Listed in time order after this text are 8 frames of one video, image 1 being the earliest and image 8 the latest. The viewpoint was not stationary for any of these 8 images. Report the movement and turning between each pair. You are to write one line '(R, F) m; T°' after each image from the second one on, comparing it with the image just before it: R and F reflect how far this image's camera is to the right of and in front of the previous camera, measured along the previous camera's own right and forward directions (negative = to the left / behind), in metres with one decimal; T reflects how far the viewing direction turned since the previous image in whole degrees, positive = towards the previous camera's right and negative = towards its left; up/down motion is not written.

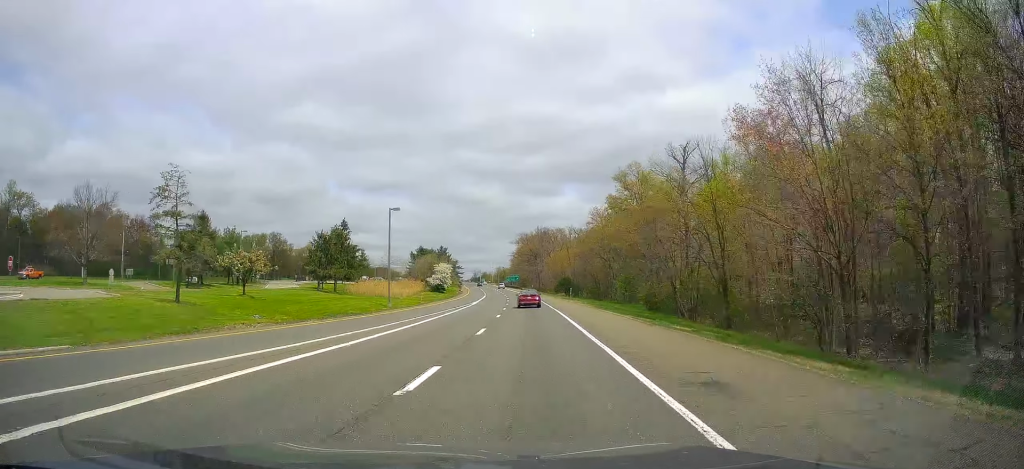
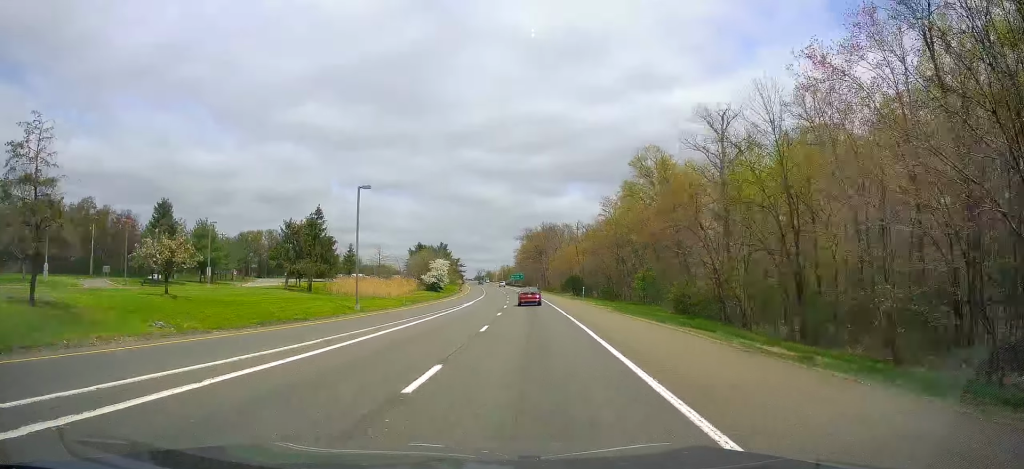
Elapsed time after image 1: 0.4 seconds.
(0.0, +12.0) m; -1°
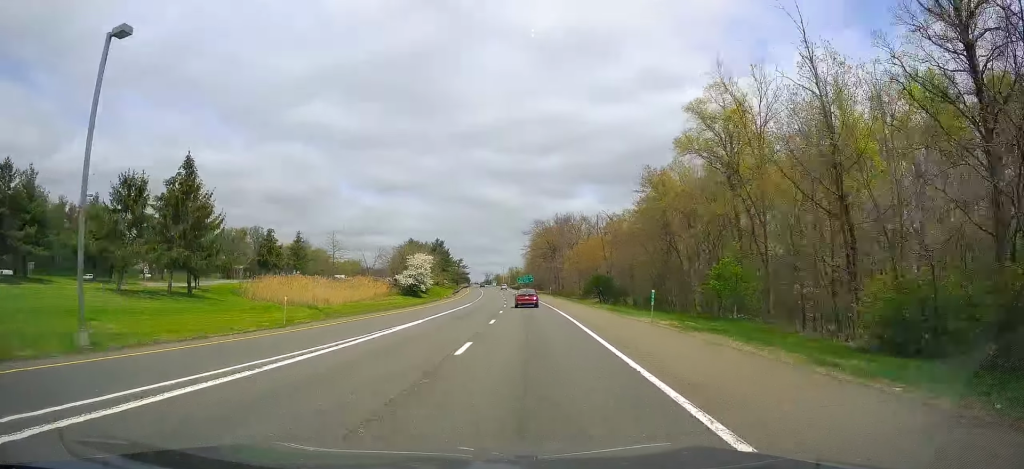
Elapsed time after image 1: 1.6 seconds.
(-0.4, +31.1) m; -1°
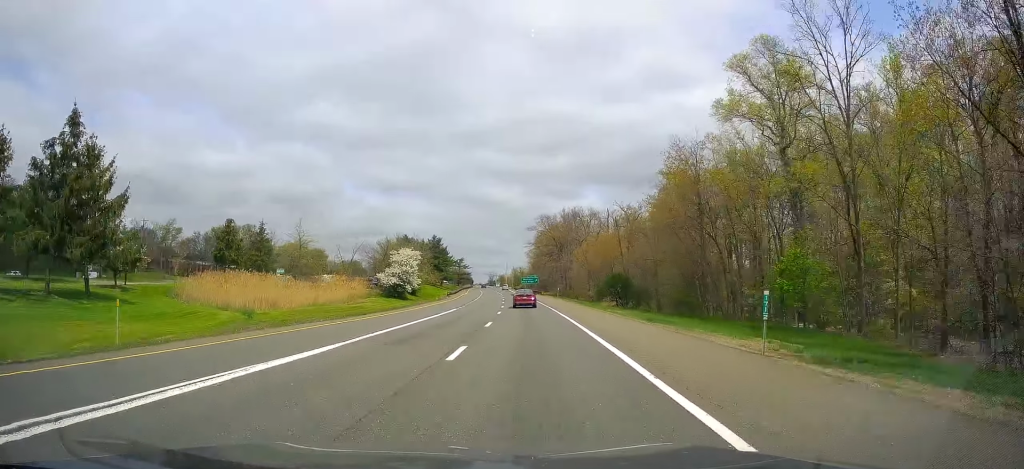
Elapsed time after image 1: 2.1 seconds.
(0.0, +13.7) m; 0°
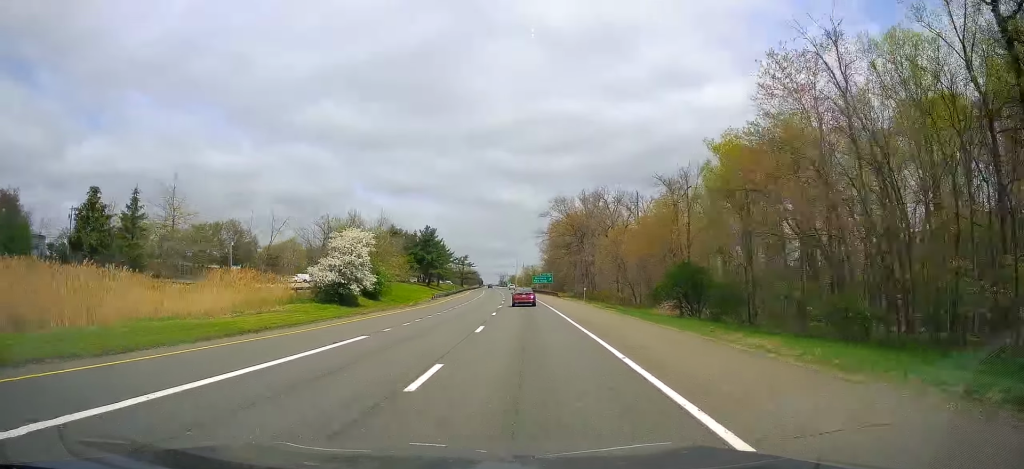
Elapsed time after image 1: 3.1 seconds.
(-0.3, +28.3) m; -1°
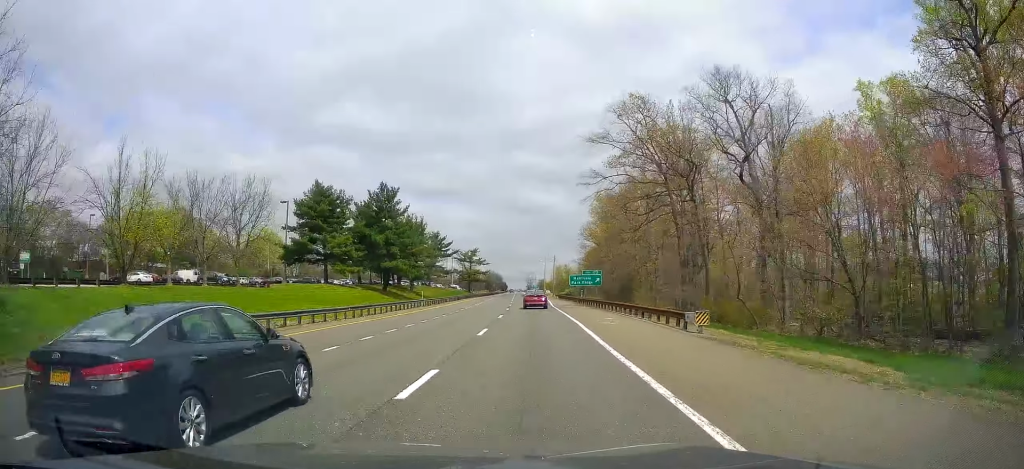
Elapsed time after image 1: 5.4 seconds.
(-0.4, +62.7) m; -1°
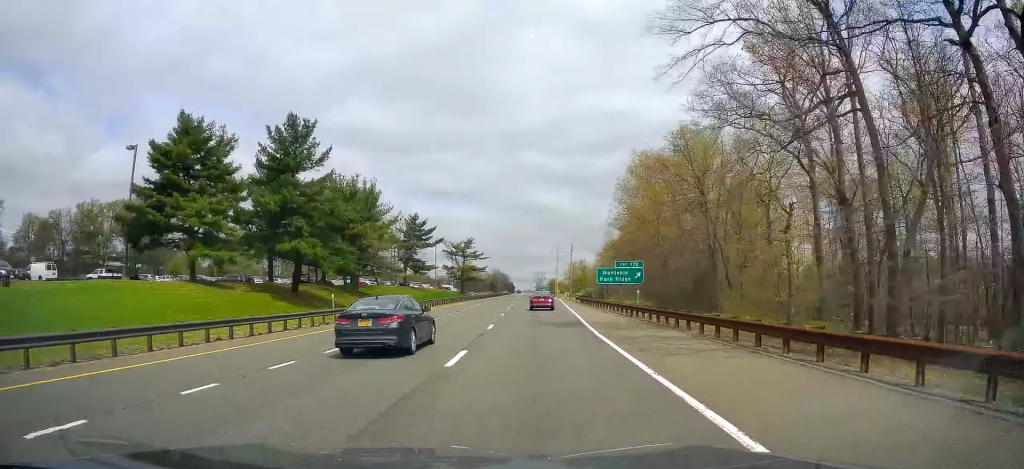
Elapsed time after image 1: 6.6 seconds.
(-1.2, +33.1) m; -3°
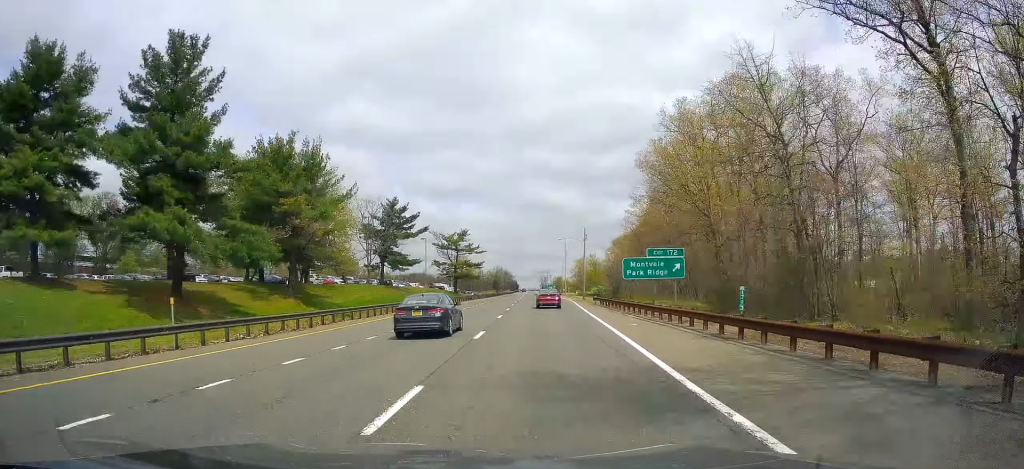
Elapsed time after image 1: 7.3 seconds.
(-0.2, +17.8) m; -1°
